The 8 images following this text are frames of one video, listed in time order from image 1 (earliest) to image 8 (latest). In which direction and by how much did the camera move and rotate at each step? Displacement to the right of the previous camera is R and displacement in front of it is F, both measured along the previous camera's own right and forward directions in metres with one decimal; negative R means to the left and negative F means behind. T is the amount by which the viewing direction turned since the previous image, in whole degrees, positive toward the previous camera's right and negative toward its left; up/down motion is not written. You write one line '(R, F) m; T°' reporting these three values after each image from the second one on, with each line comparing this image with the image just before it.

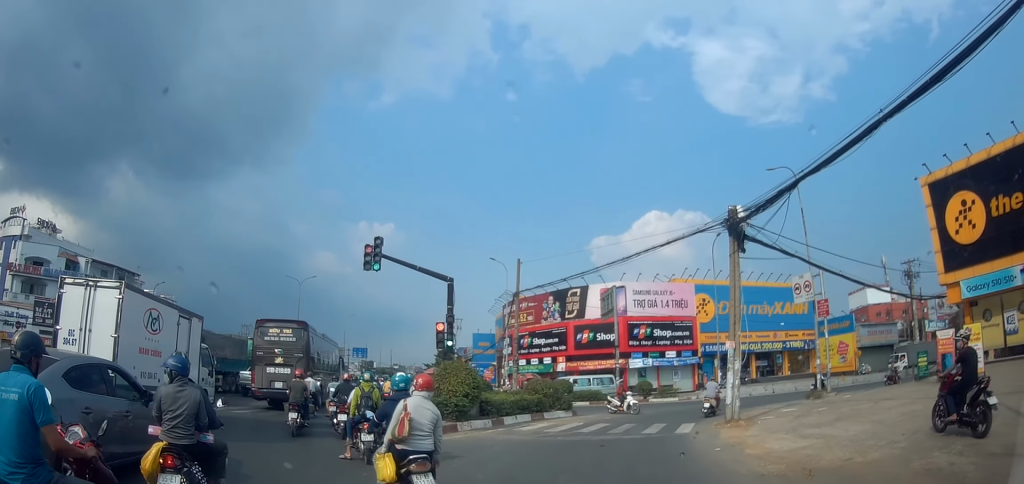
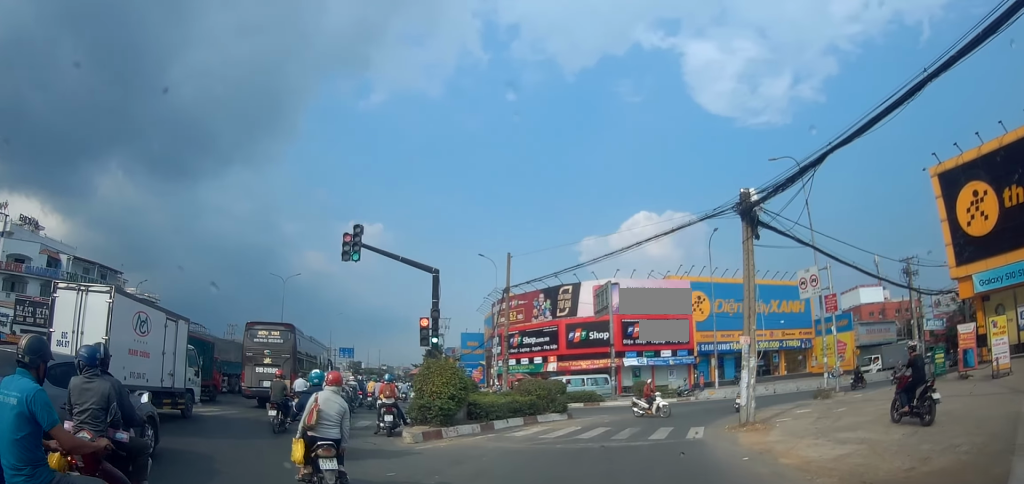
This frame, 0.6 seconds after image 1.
(0.0, +1.8) m; -1°
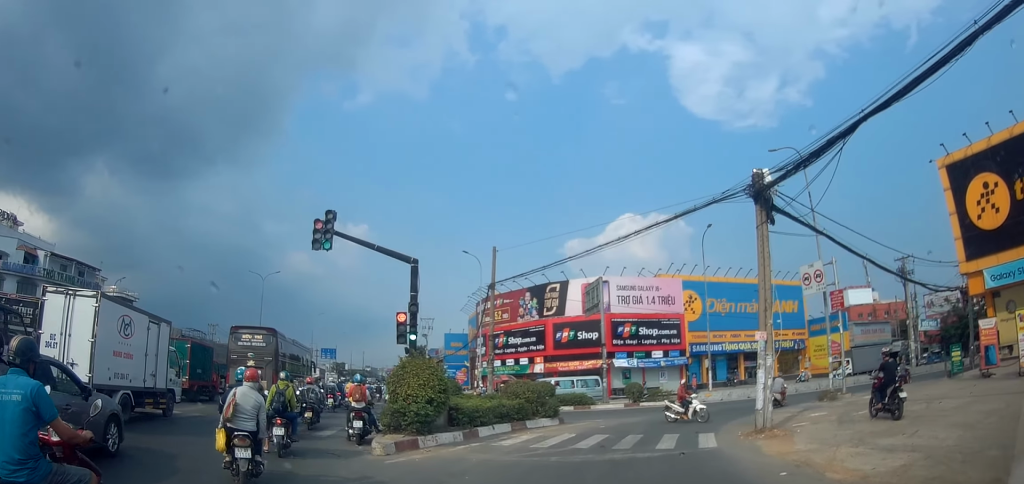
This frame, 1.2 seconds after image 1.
(0.0, +2.0) m; -1°
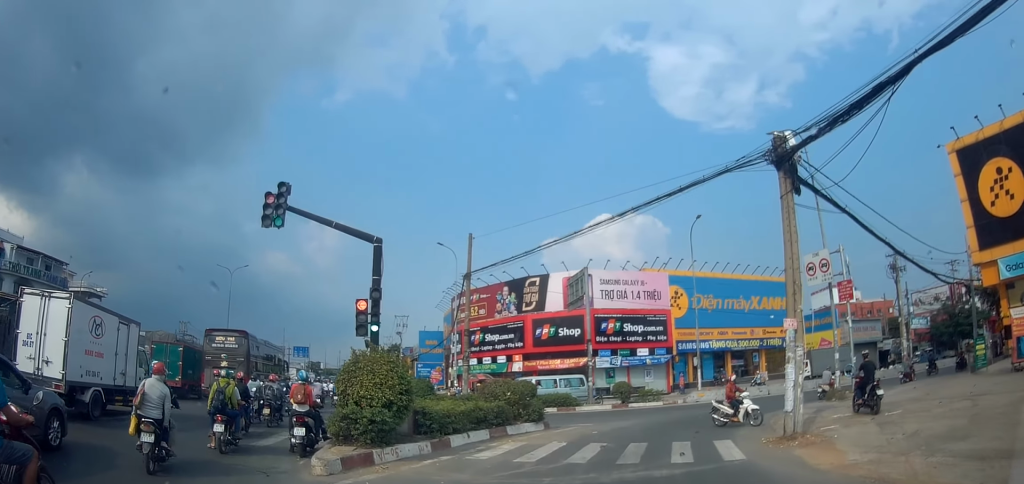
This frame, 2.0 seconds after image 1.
(0.0, +2.6) m; +2°
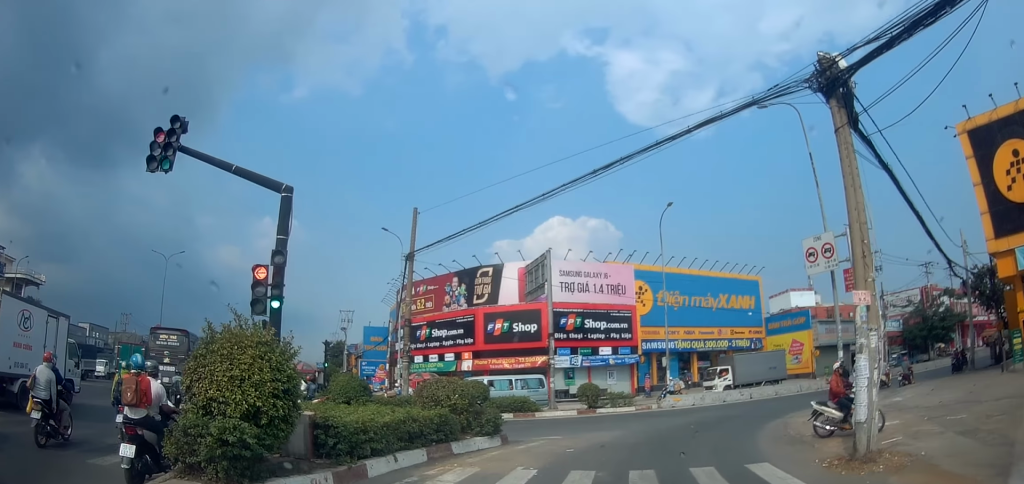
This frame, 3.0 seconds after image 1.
(+0.2, +4.0) m; +11°
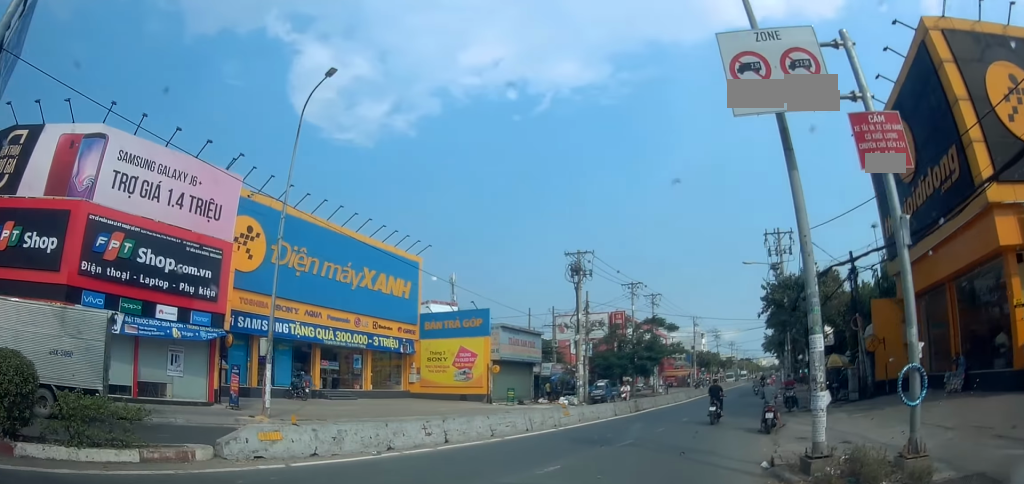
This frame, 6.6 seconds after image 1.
(+7.5, +15.4) m; +50°
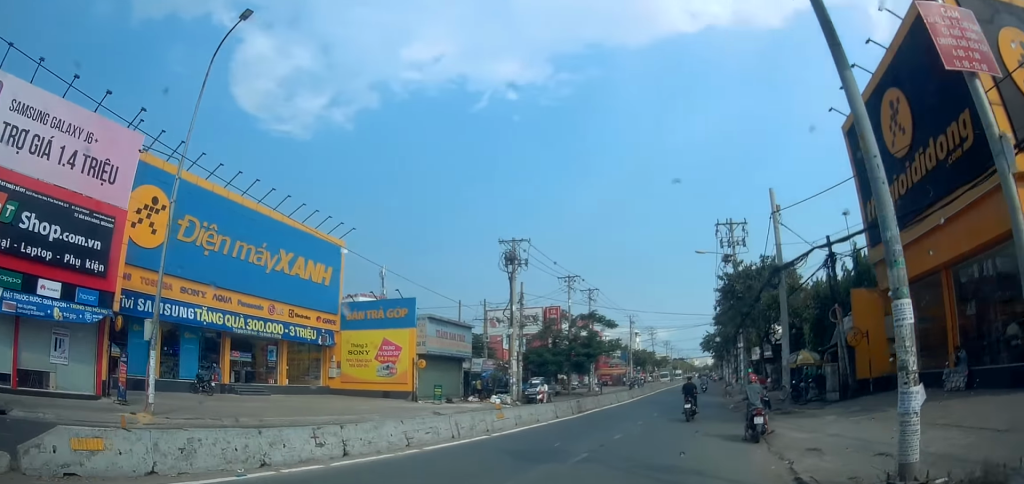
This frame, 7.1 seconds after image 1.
(+0.4, +3.5) m; +6°
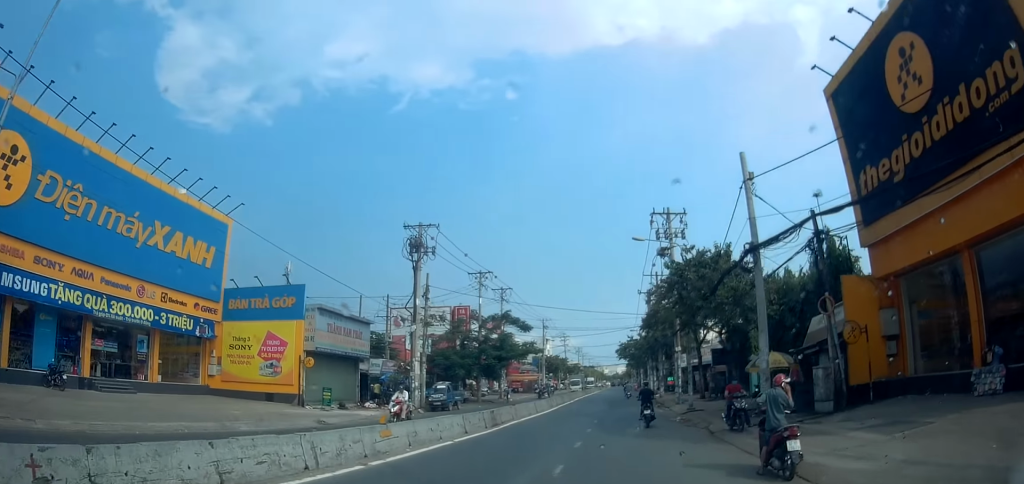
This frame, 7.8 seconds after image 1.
(+0.2, +4.8) m; +7°
